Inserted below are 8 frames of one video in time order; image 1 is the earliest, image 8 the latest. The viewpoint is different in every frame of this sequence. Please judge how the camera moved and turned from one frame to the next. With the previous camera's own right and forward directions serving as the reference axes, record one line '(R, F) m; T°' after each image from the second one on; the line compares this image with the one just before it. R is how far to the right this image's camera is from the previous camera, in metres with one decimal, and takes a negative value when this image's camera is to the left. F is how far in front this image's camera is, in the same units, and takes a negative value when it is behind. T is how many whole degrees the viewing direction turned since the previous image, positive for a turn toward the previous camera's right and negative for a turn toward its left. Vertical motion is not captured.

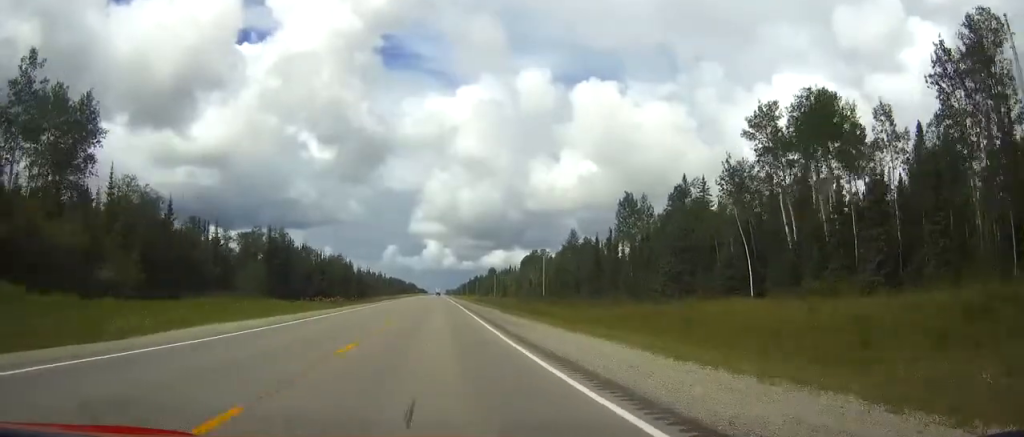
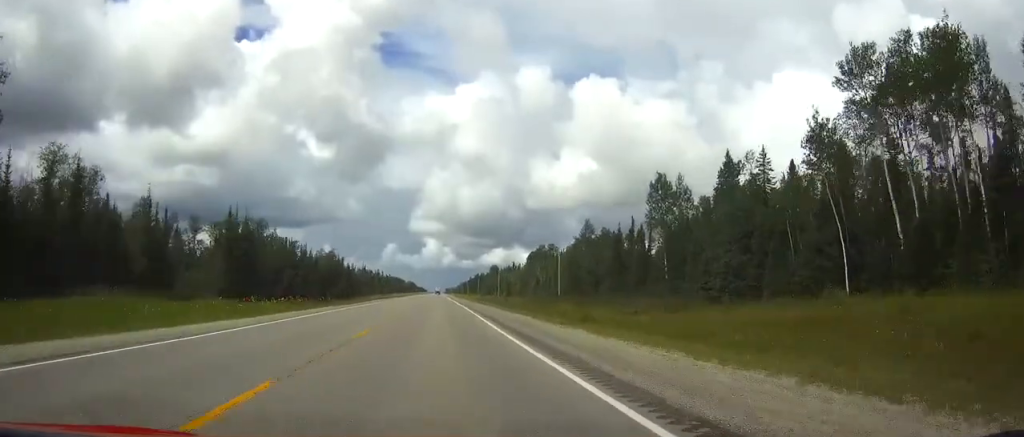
(0.0, +18.3) m; 0°
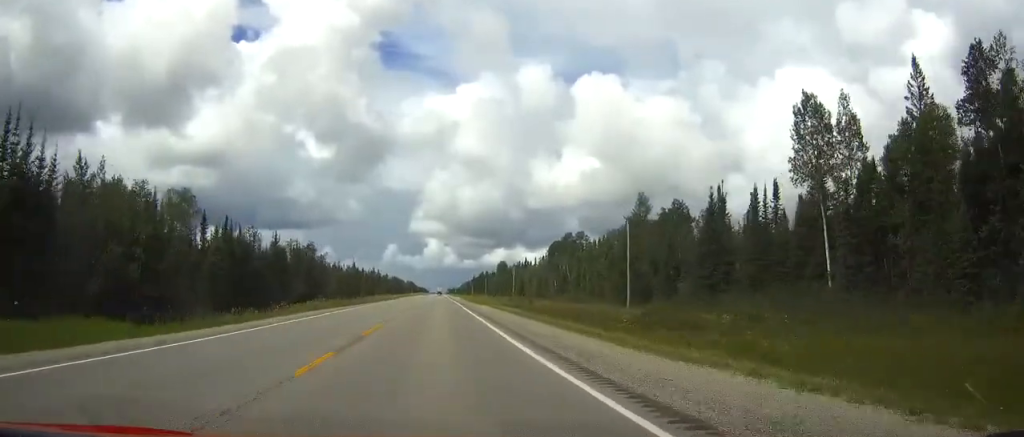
(+0.1, +44.1) m; 0°
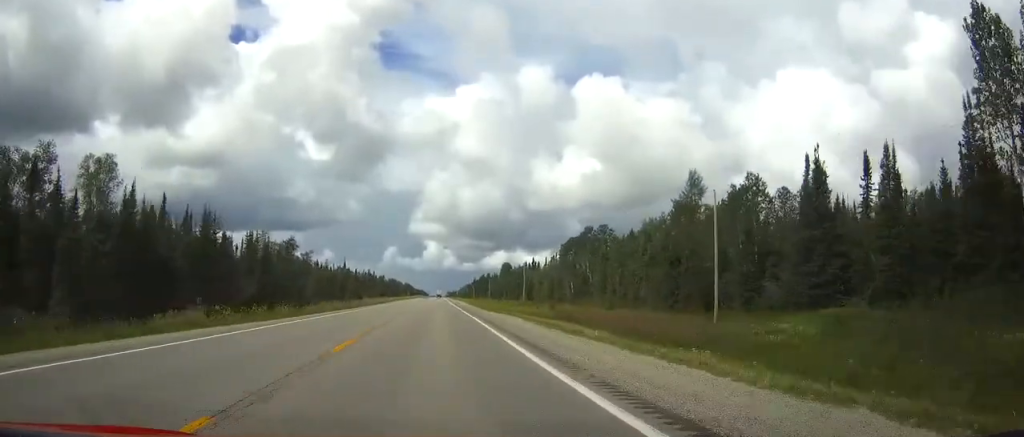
(+0.1, +25.7) m; 0°
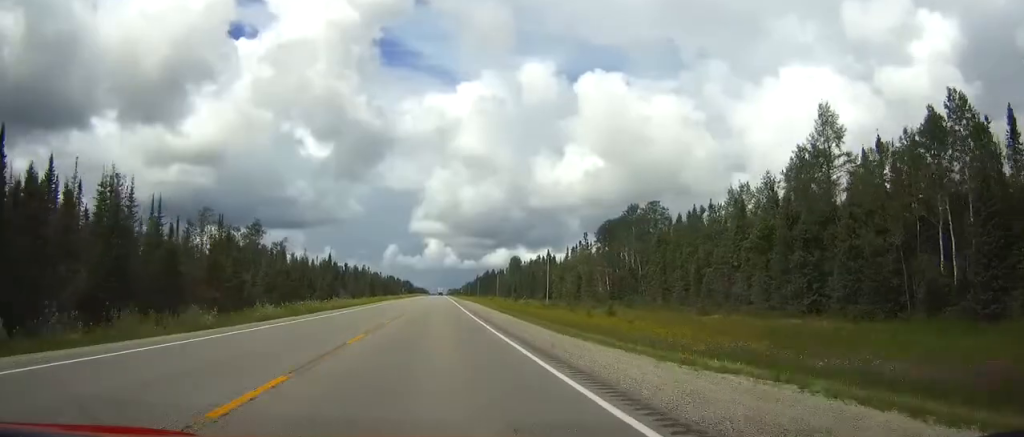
(-0.1, +36.2) m; 0°
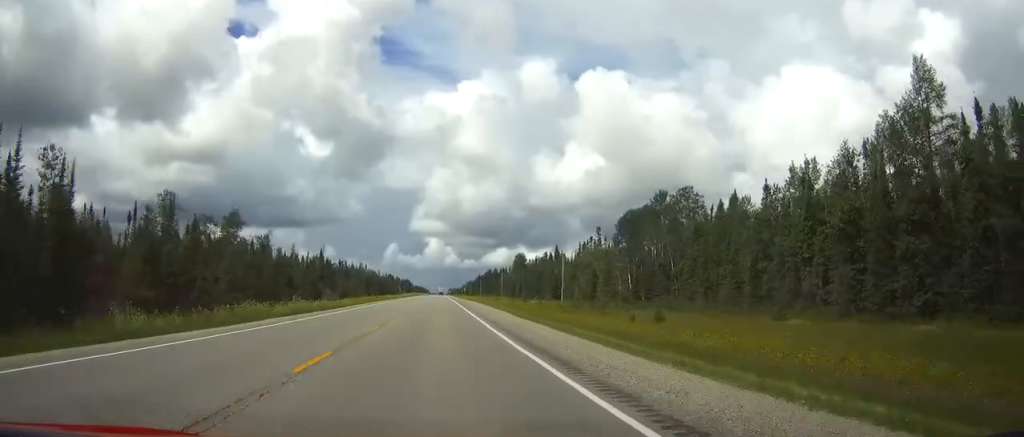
(0.0, +16.0) m; 0°
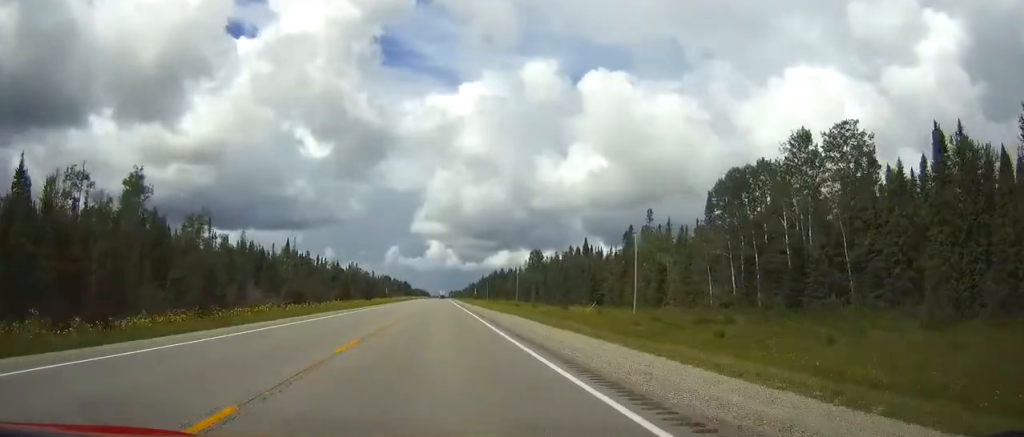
(0.0, +44.7) m; 0°
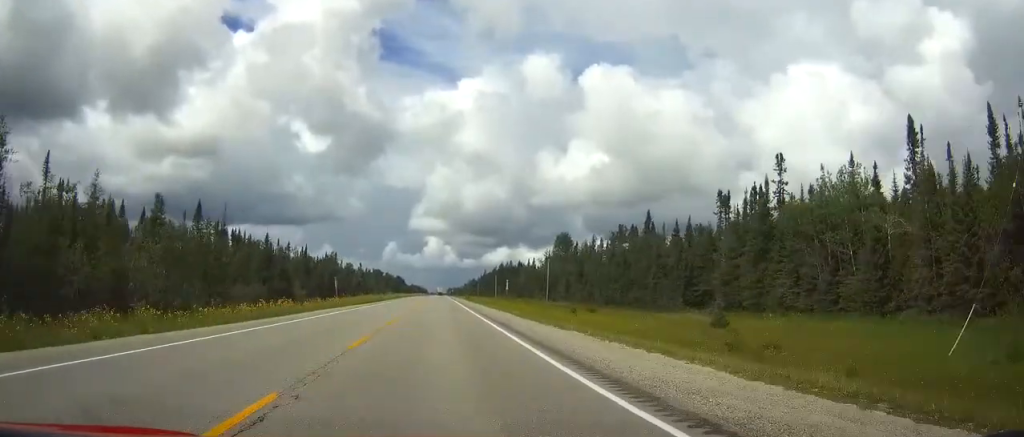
(0.0, +57.5) m; 0°
